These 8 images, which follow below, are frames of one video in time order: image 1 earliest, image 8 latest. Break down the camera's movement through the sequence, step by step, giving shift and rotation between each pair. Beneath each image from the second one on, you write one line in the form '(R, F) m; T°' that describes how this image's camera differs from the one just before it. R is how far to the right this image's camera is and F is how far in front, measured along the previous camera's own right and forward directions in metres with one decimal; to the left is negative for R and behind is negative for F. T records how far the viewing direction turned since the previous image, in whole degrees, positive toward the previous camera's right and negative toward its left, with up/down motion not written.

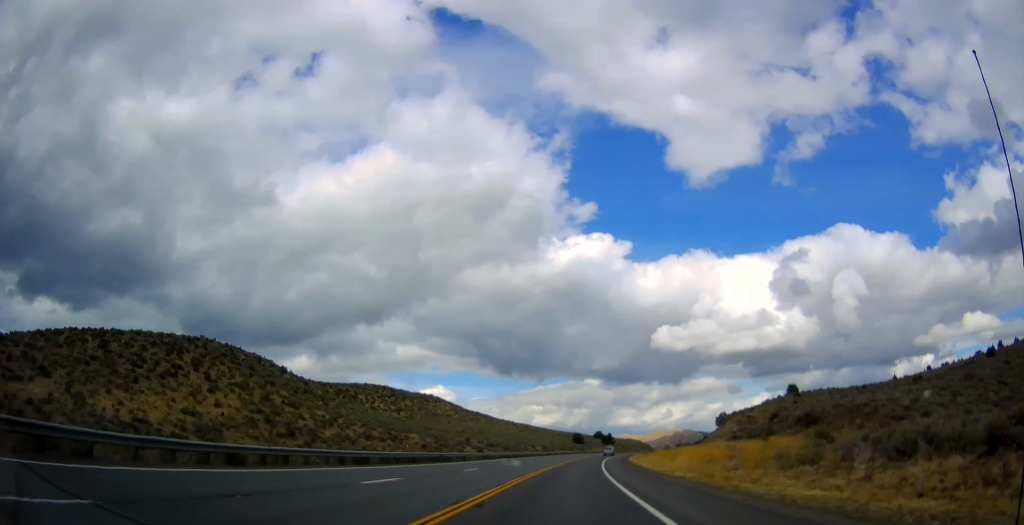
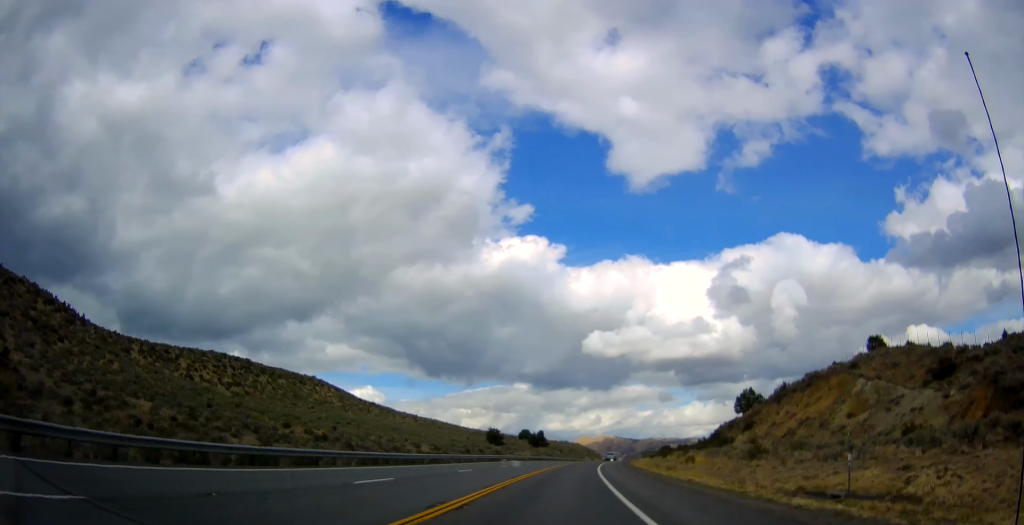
(+7.0, +100.9) m; +6°
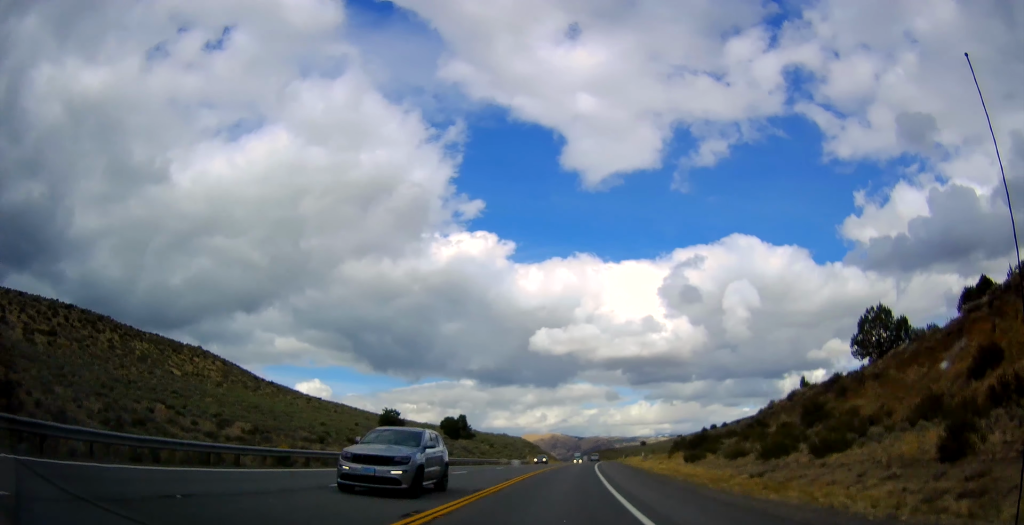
(+3.1, +73.3) m; +2°
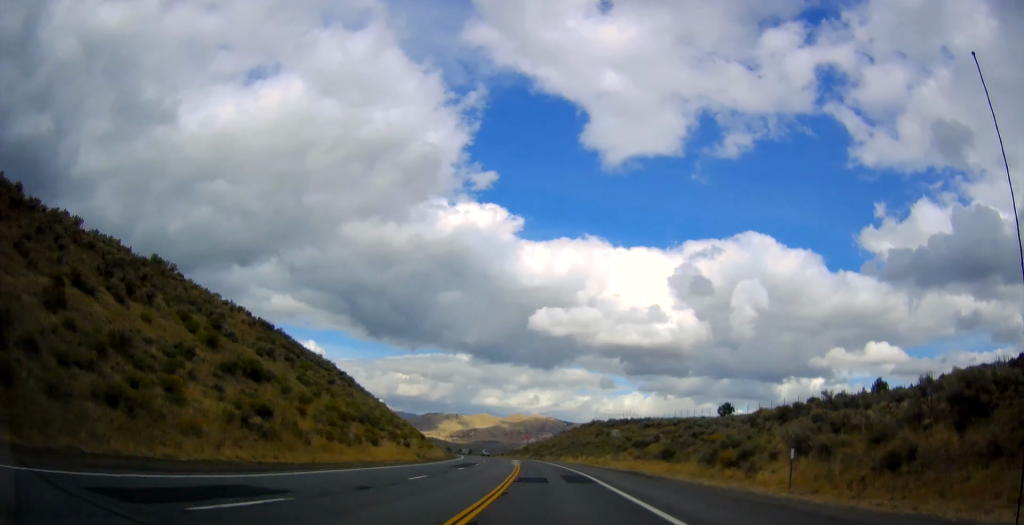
(+1.0, +237.1) m; -5°
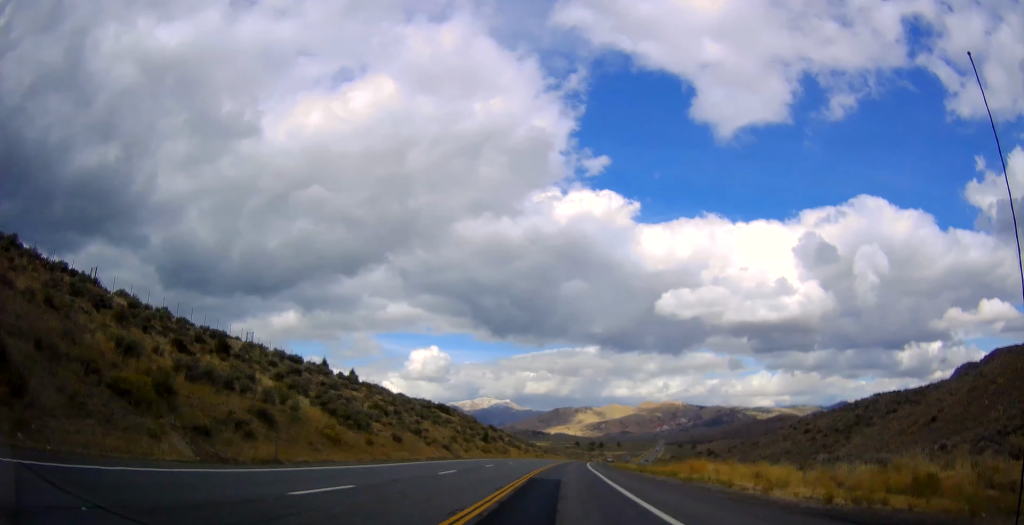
(-15.3, +224.2) m; -3°
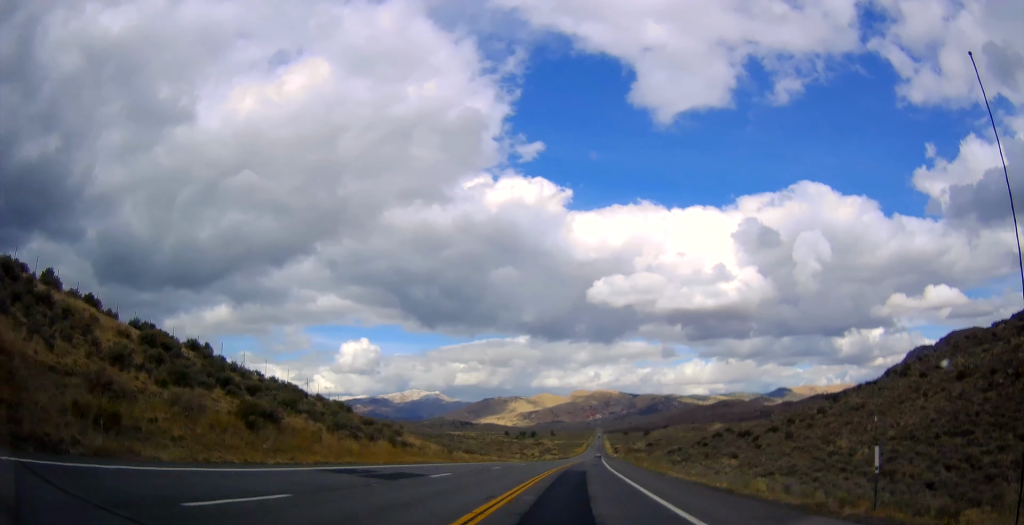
(+4.5, +137.3) m; +4°
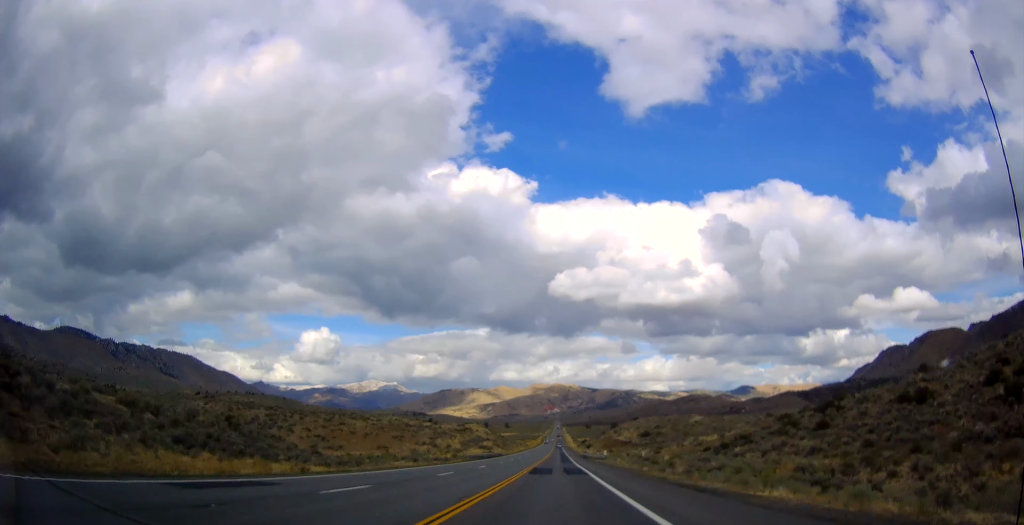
(+3.2, +96.5) m; +2°
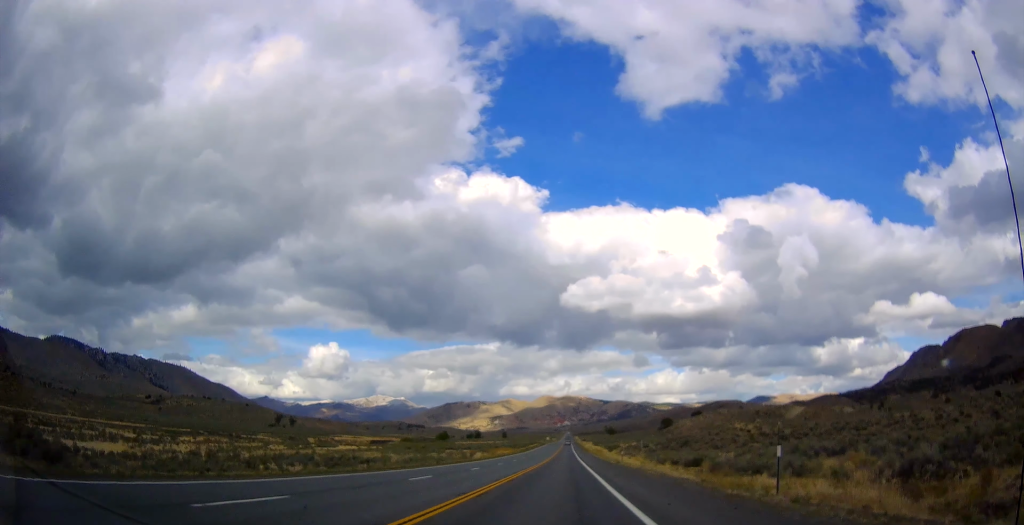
(+2.2, +203.1) m; +1°
